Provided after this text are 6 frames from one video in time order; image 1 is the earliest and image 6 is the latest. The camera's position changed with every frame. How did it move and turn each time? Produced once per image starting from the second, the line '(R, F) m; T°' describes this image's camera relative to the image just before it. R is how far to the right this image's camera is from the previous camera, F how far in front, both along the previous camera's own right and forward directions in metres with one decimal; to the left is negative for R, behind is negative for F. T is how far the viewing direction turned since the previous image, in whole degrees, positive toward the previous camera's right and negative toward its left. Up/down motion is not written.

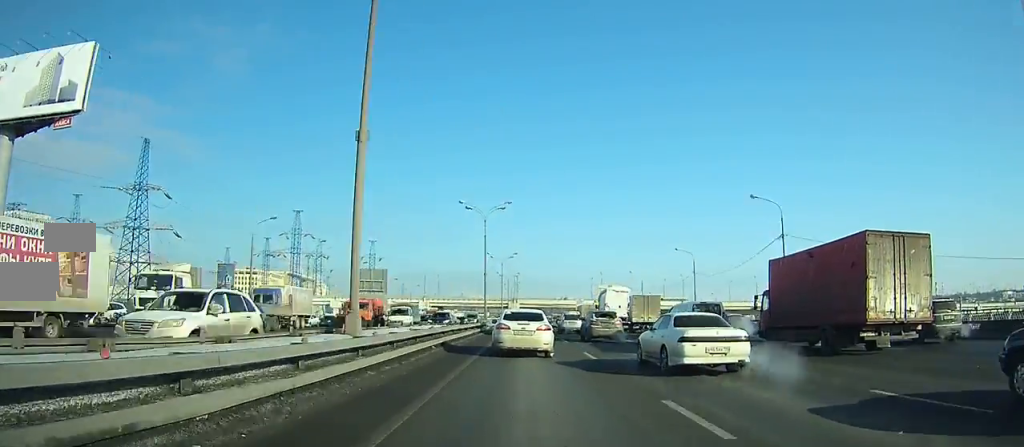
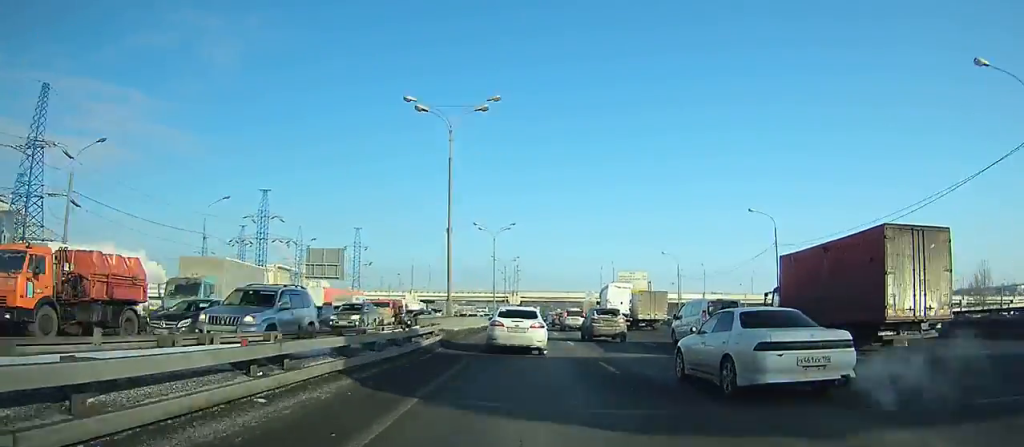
(0.0, +25.6) m; 0°
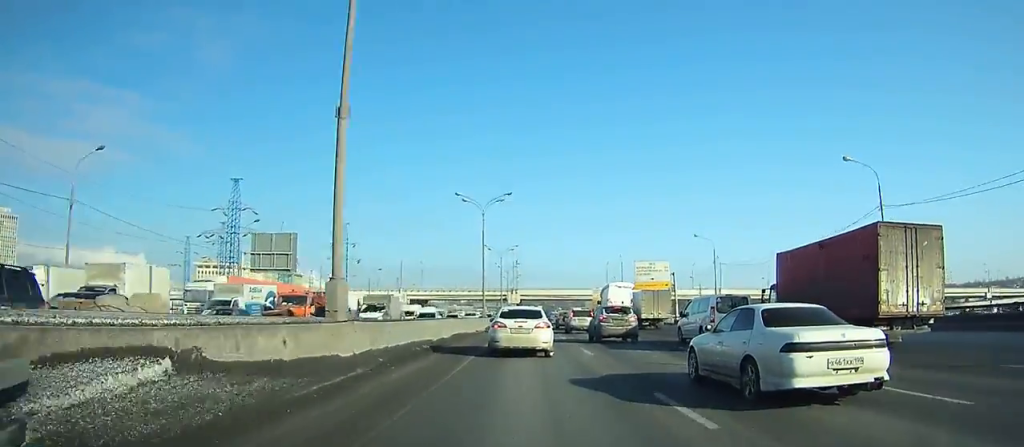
(0.0, +15.9) m; 0°
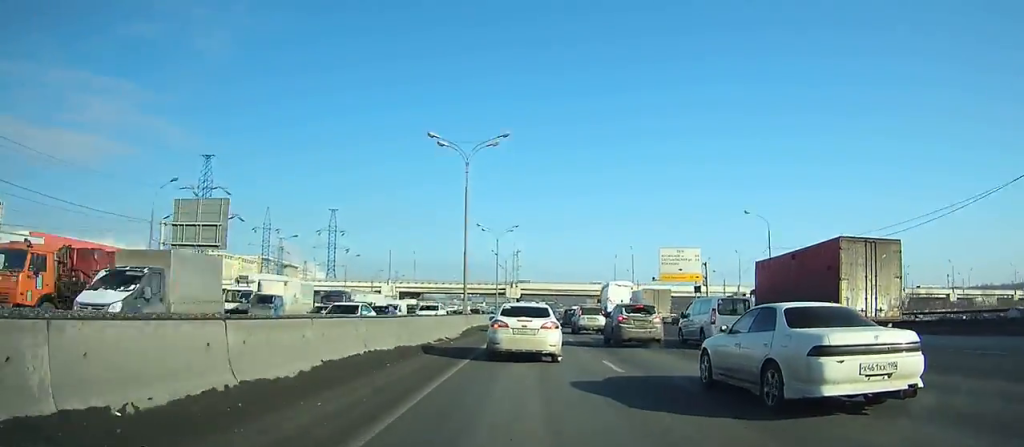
(-0.1, +13.9) m; 0°
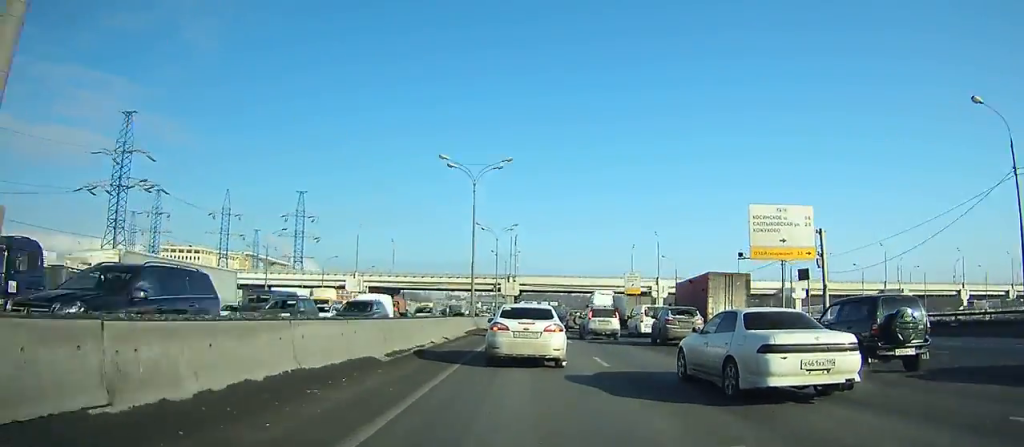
(-0.1, +29.4) m; -1°
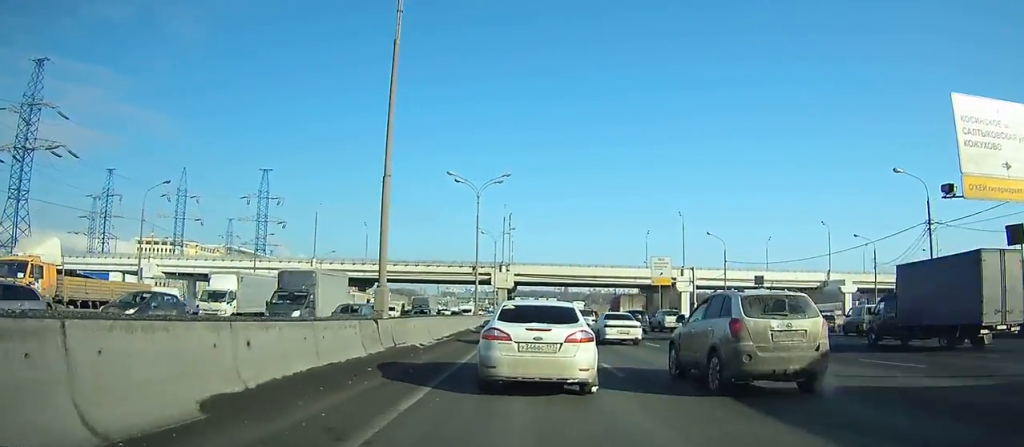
(-0.4, +22.5) m; 0°
